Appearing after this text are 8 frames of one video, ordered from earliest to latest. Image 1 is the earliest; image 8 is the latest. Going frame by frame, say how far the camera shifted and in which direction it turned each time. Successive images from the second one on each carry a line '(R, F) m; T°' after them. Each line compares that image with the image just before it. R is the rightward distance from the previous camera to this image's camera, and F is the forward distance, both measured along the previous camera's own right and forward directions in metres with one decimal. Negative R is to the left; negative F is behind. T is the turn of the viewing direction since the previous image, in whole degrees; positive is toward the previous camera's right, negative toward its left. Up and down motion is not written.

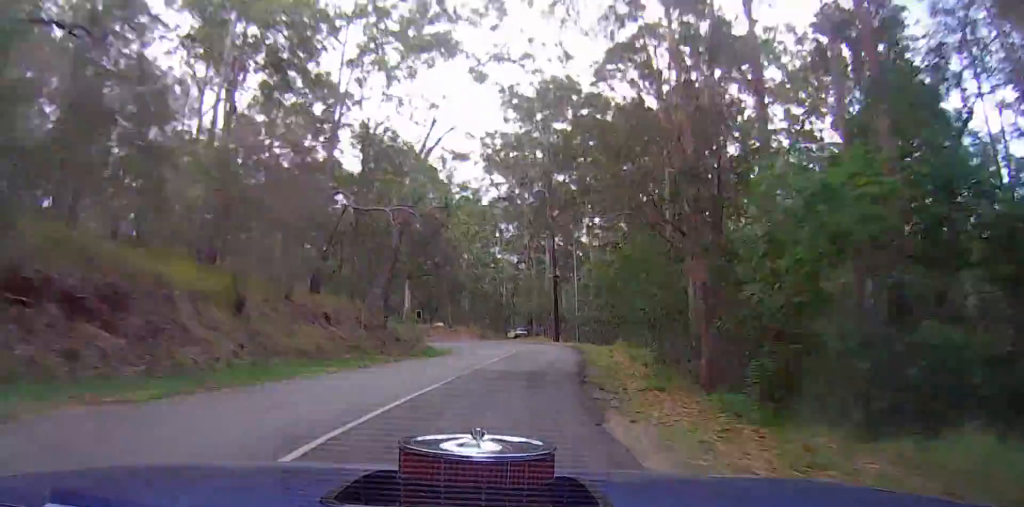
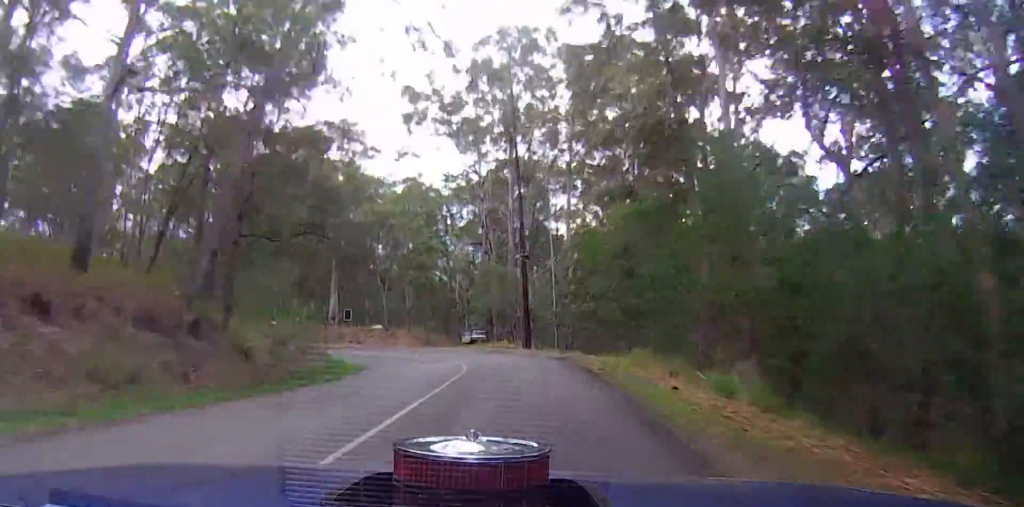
(-0.2, +9.9) m; +4°
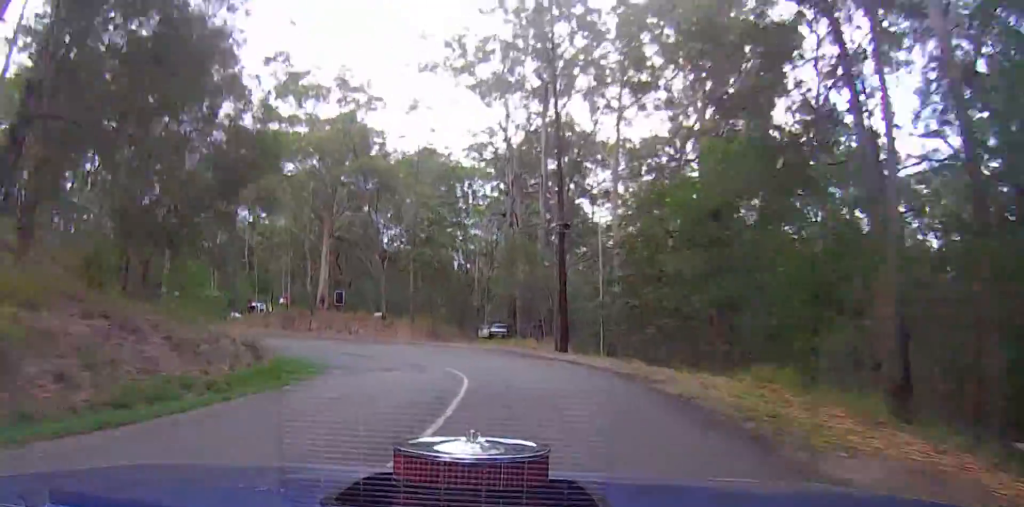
(+0.4, +6.9) m; +4°
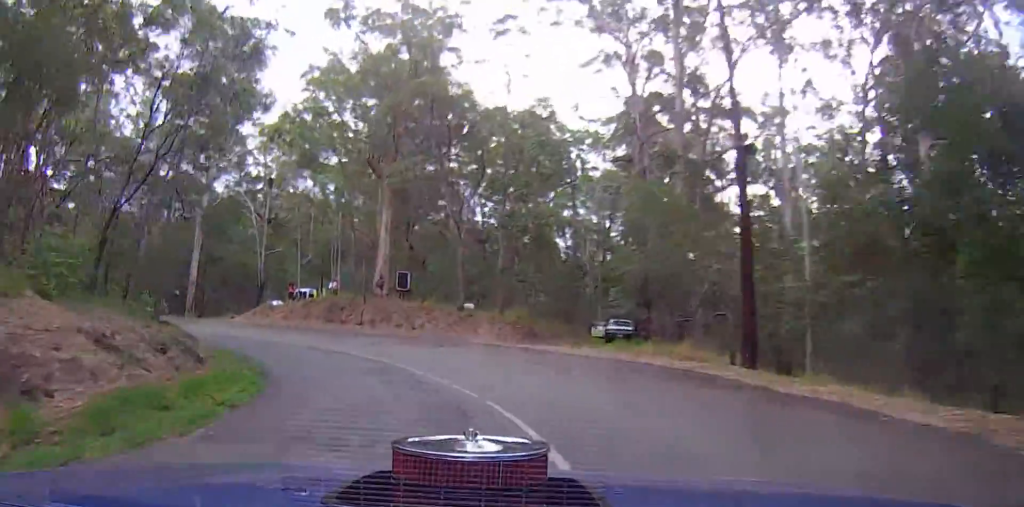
(+0.7, +9.4) m; +6°
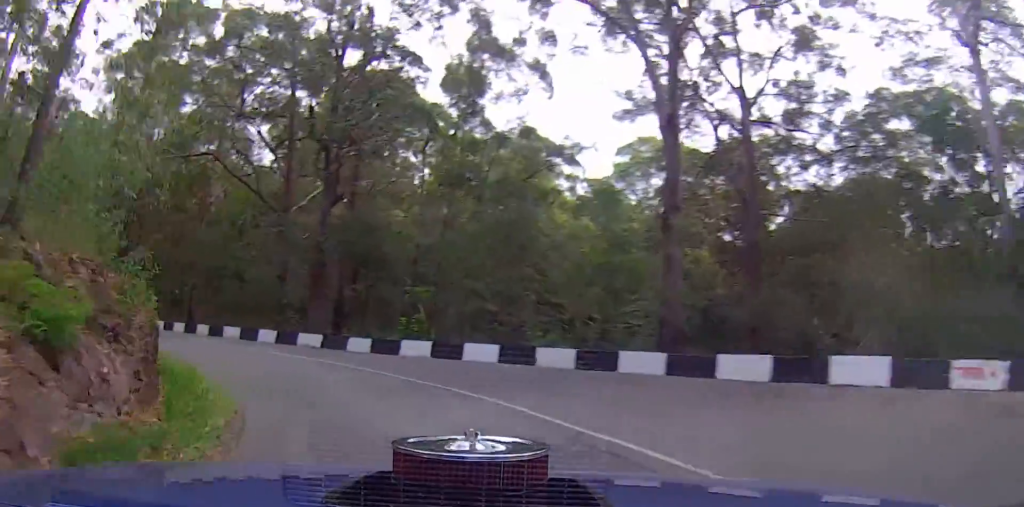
(-8.8, +37.2) m; -43°
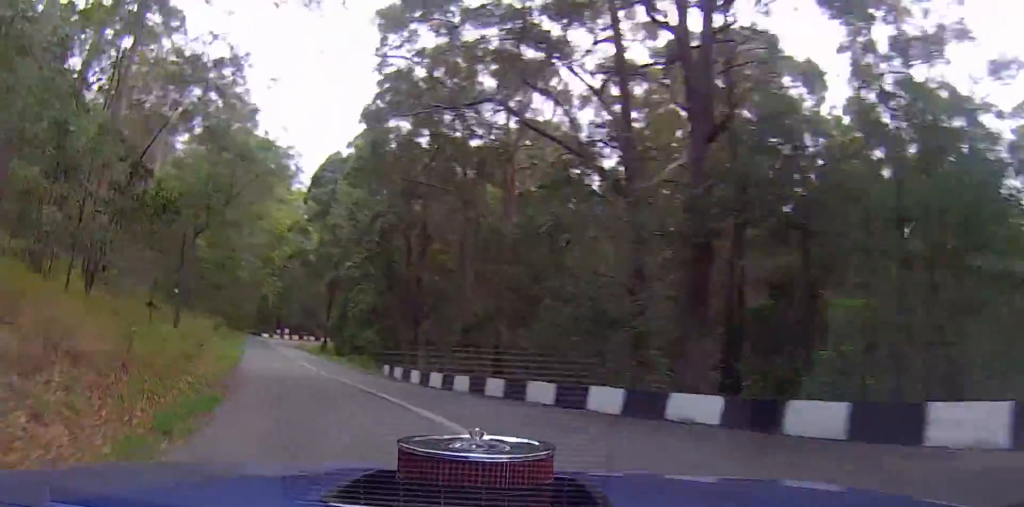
(-4.6, +16.7) m; -34°
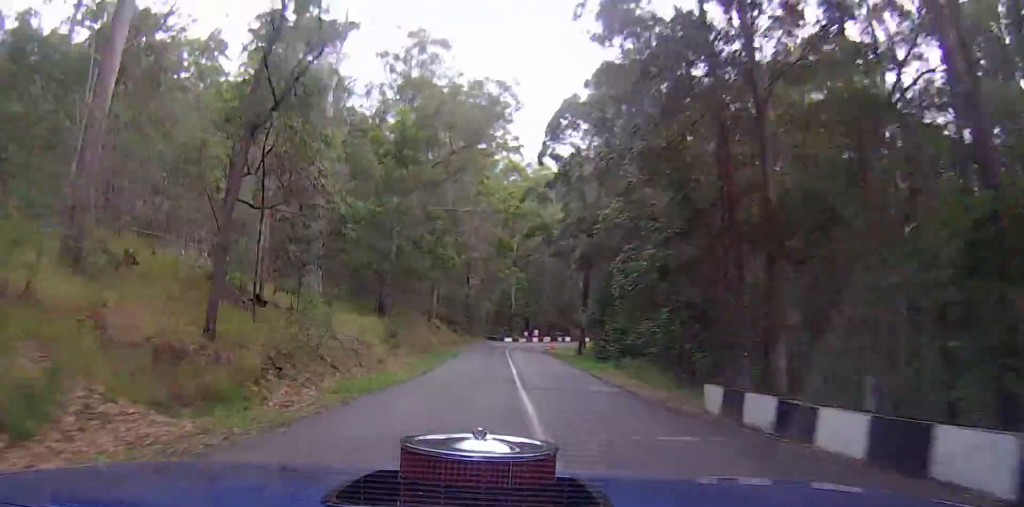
(-9.1, +25.1) m; -20°
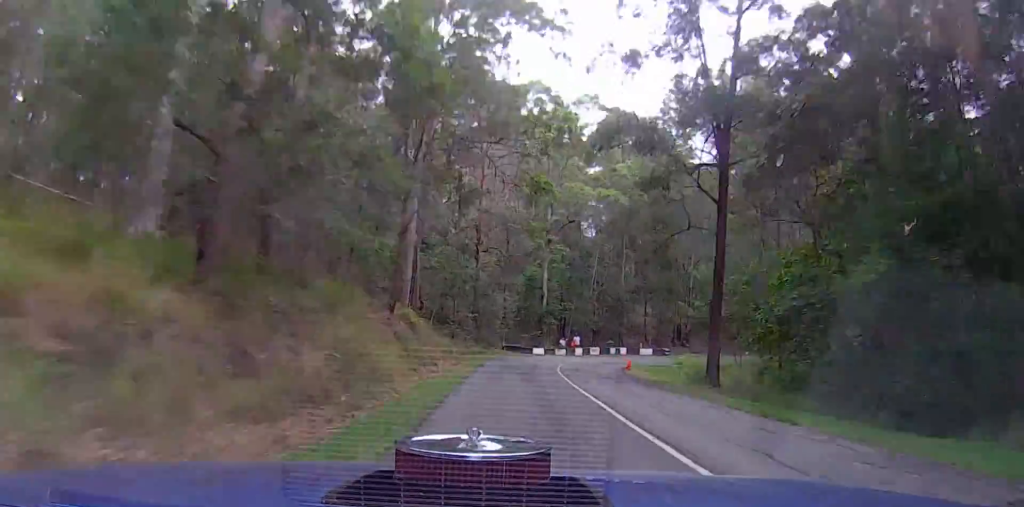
(0.0, +32.1) m; +2°
